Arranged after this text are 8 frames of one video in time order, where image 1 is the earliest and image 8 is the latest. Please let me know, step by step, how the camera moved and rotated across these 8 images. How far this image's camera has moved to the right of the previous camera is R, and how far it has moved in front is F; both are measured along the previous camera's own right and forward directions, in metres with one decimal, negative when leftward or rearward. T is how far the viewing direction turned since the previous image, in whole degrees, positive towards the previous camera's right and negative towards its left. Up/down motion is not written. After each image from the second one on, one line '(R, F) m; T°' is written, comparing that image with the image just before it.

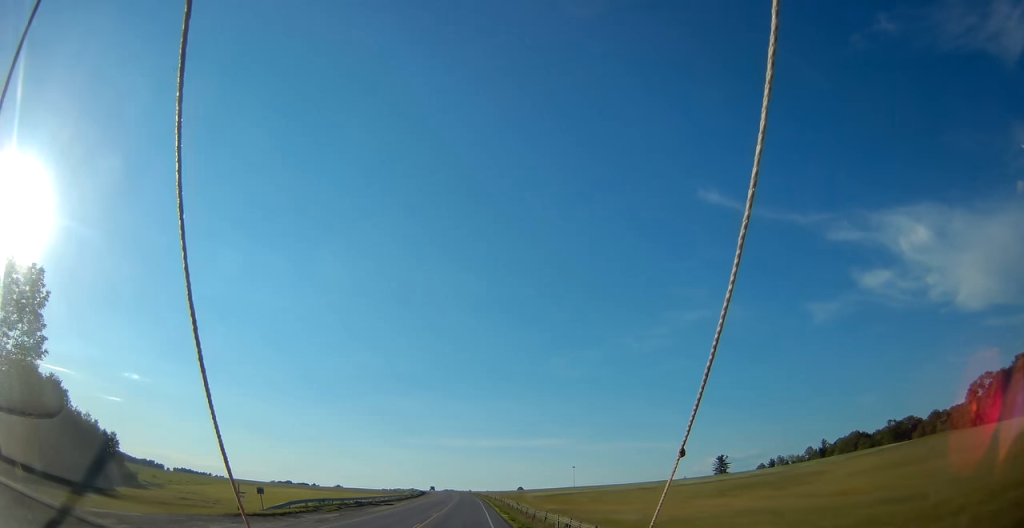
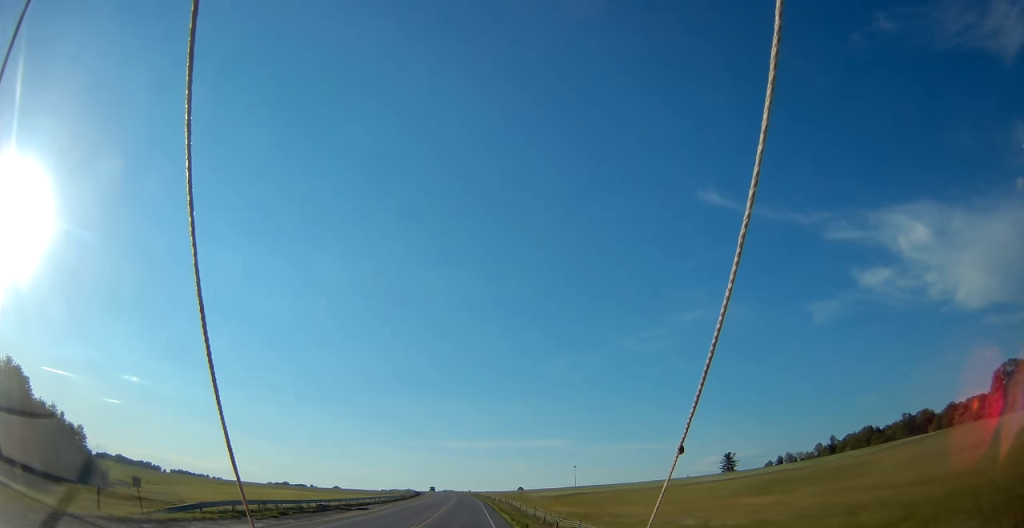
(-0.2, +14.3) m; 0°
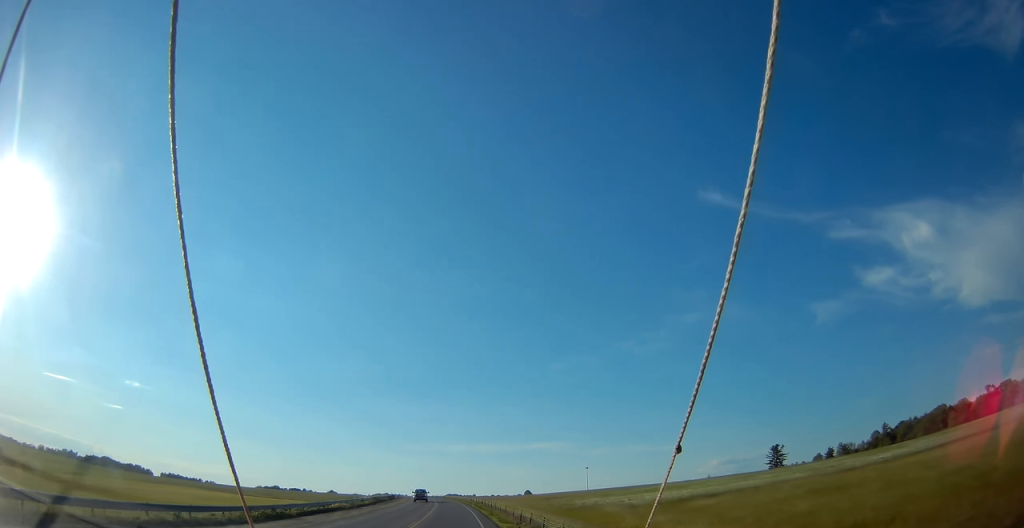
(+0.3, +67.5) m; 0°
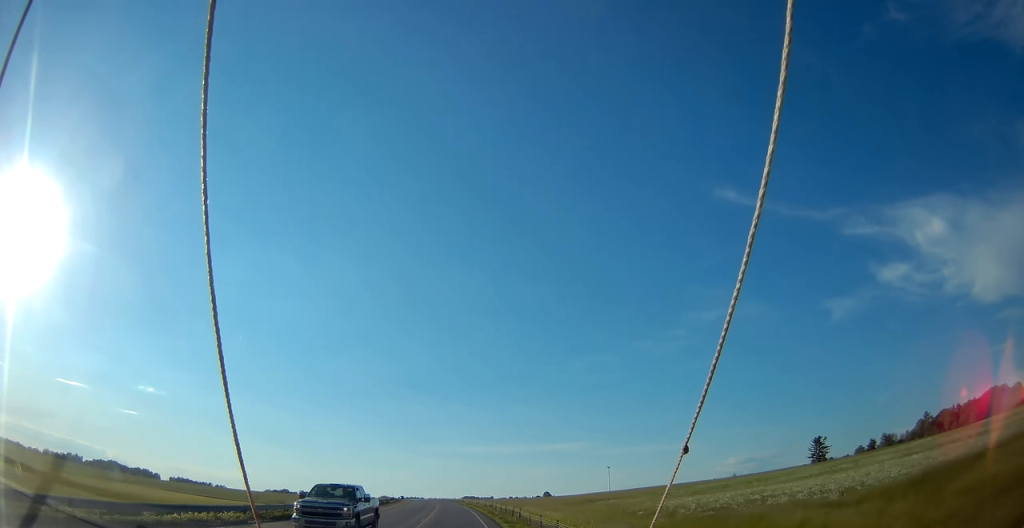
(-0.2, +32.3) m; -2°
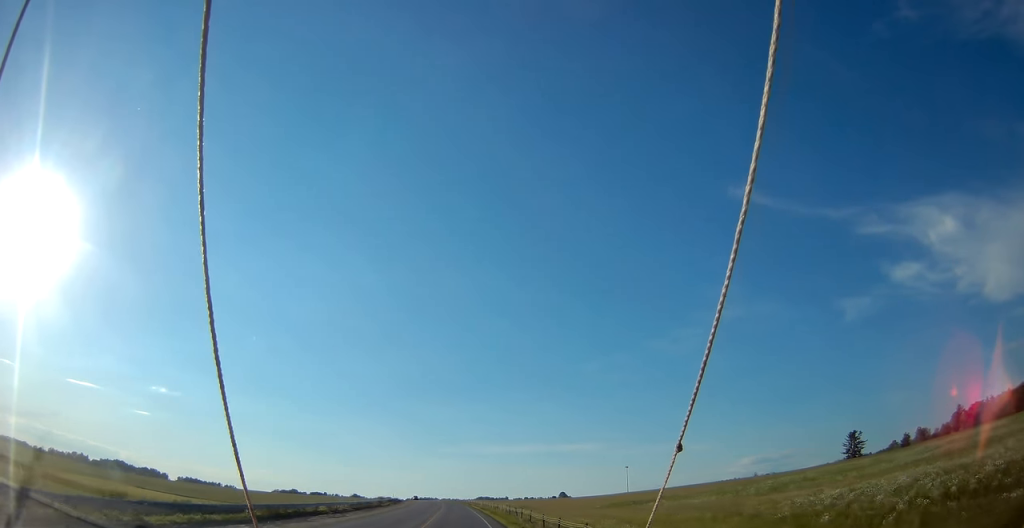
(-0.5, +23.0) m; -2°
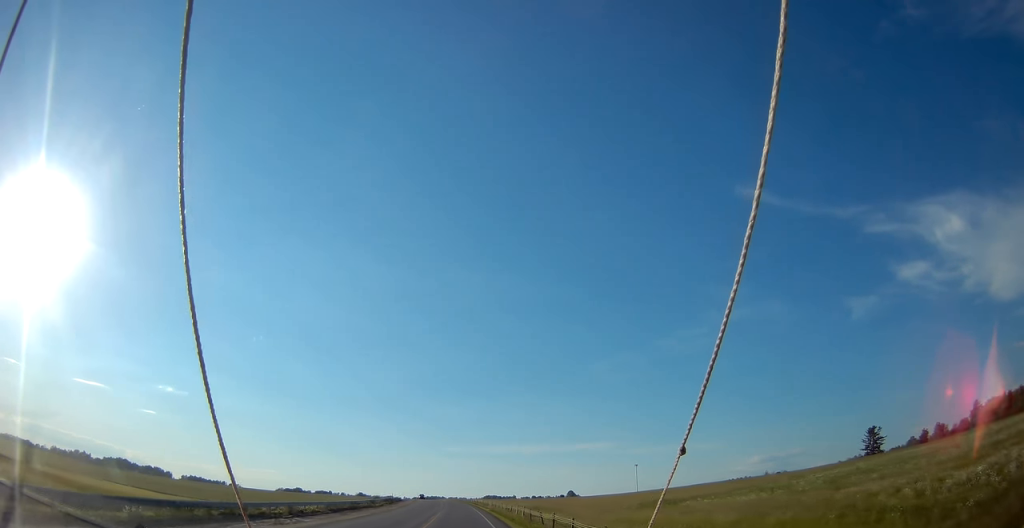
(-0.1, +12.2) m; -1°
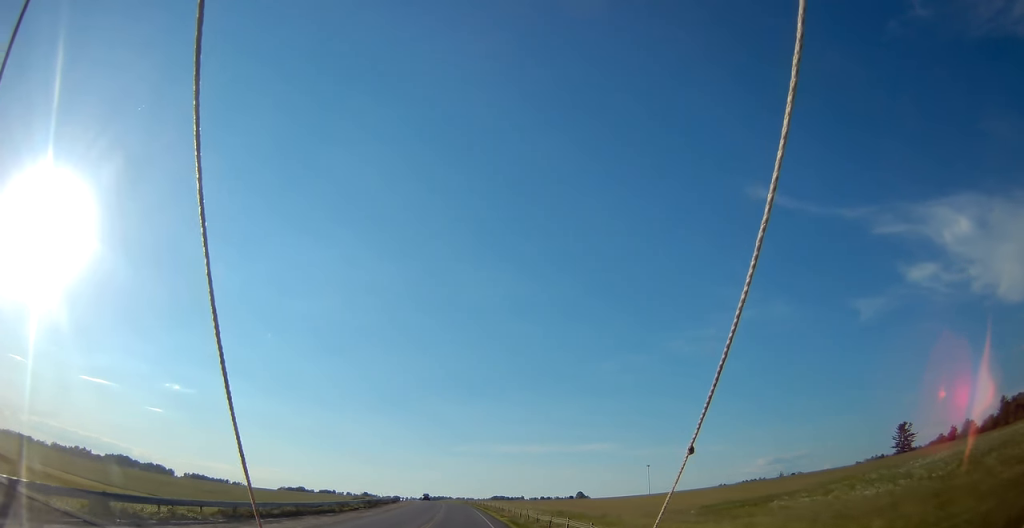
(-0.1, +21.1) m; 0°
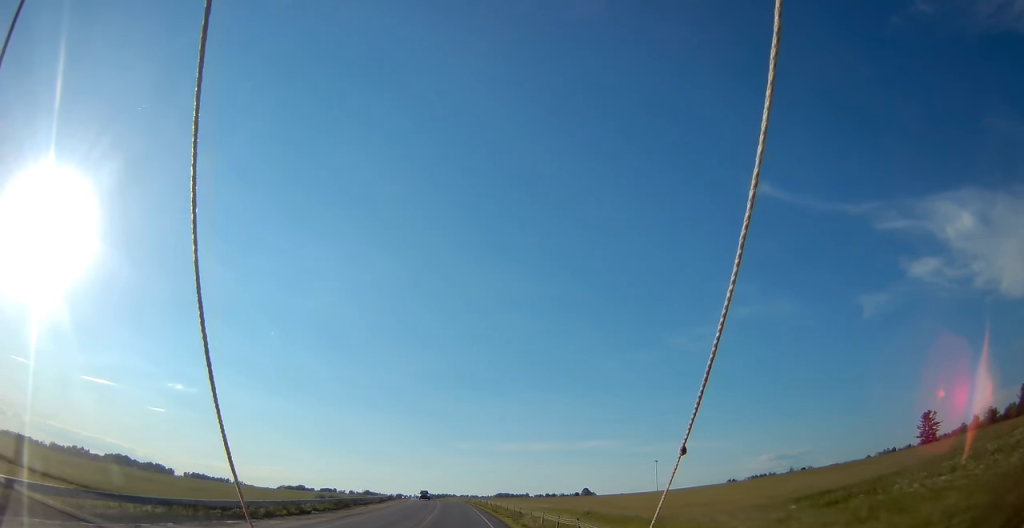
(0.0, +17.8) m; -1°
